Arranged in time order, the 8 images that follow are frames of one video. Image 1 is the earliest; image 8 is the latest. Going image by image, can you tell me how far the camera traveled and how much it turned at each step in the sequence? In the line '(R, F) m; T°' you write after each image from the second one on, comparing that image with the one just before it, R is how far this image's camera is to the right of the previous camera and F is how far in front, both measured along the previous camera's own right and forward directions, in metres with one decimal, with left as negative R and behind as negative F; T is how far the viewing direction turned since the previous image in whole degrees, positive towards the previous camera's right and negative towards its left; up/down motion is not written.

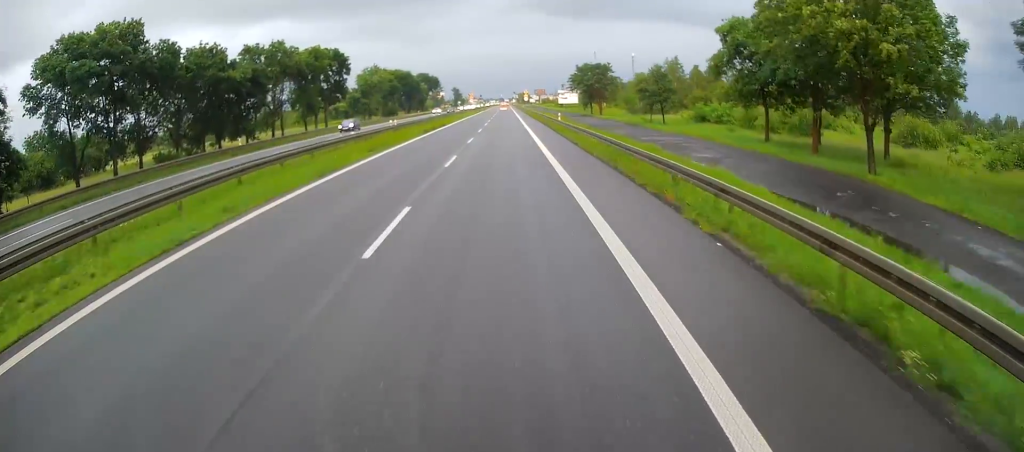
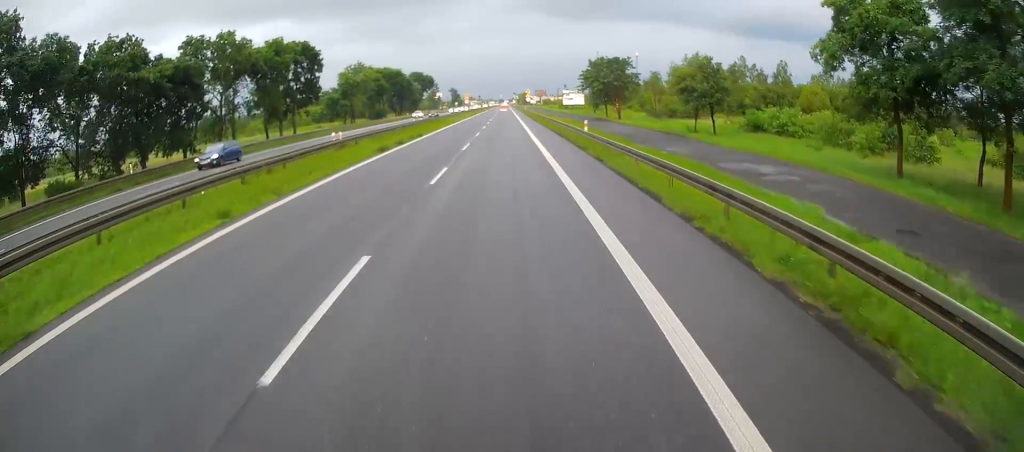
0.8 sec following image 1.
(-0.1, +15.3) m; 0°
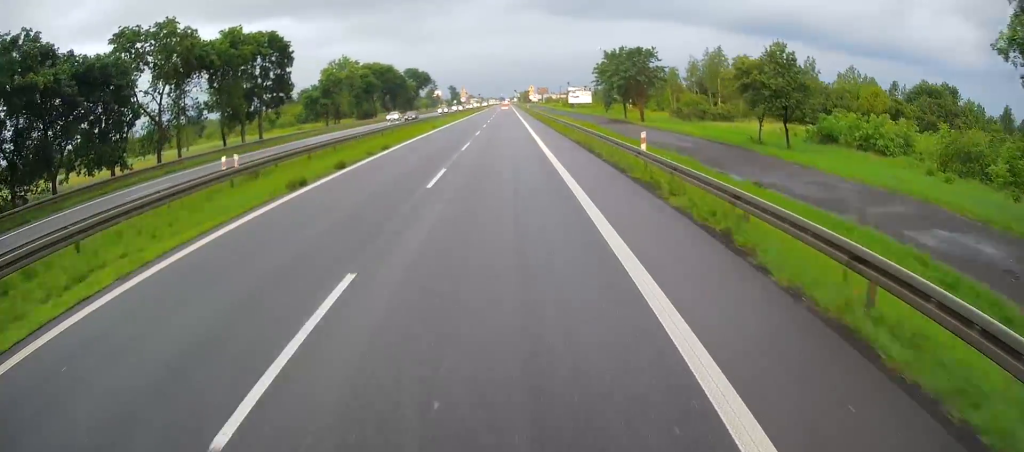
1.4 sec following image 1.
(-0.1, +12.5) m; 0°
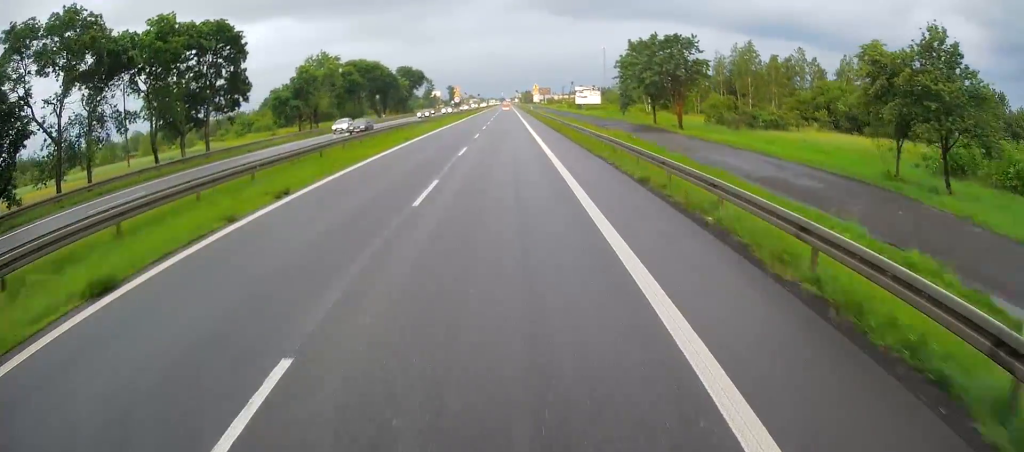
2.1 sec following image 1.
(+0.1, +14.1) m; +1°
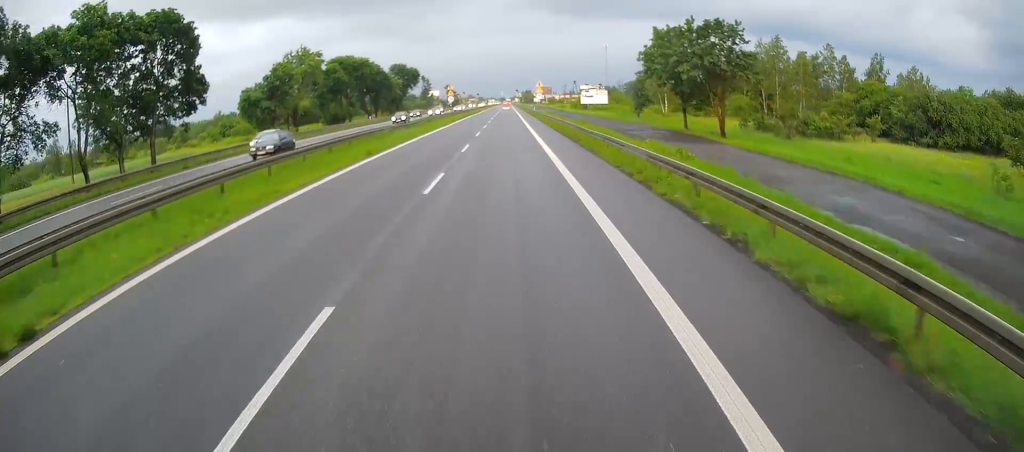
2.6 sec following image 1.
(0.0, +10.1) m; 0°
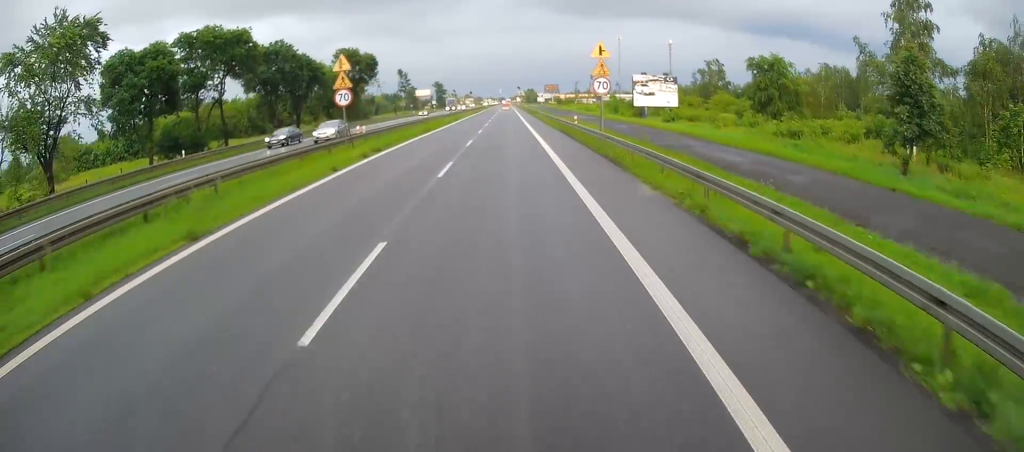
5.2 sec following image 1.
(0.0, +54.1) m; 0°
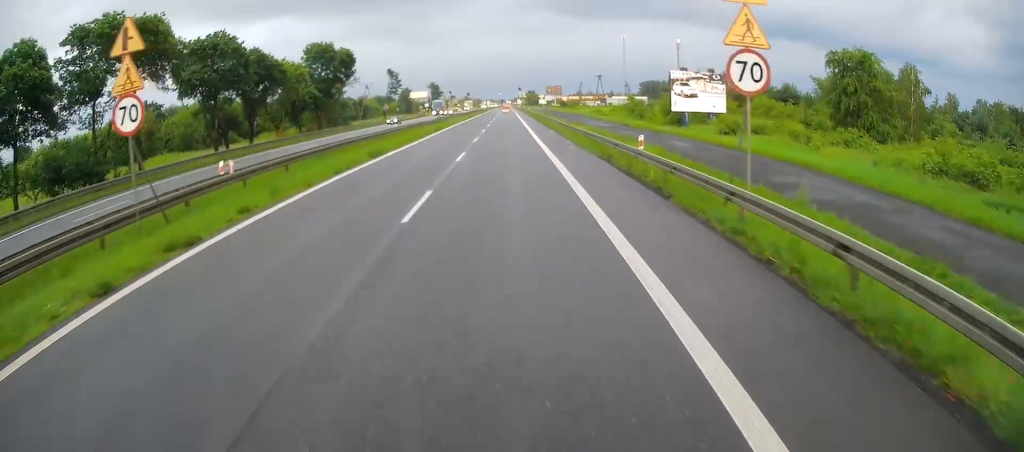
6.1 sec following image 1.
(+0.2, +16.7) m; +1°
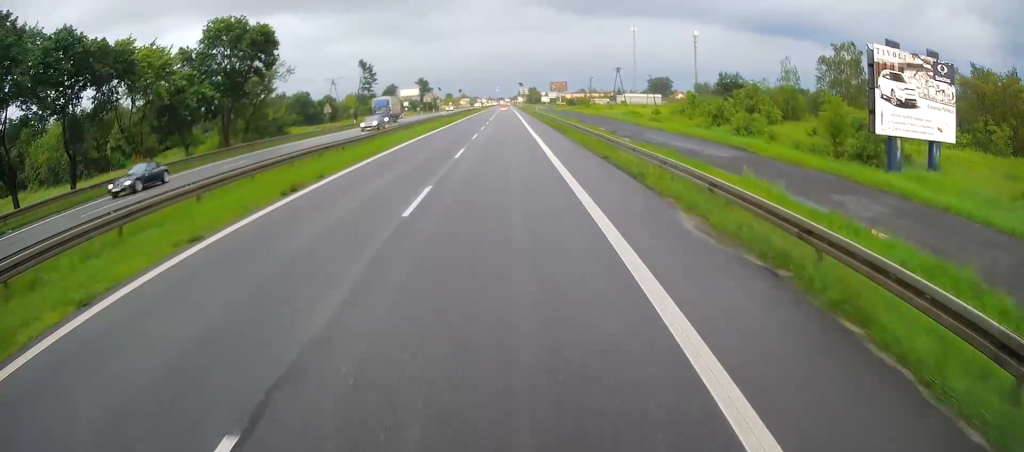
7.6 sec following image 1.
(+0.1, +32.0) m; 0°
